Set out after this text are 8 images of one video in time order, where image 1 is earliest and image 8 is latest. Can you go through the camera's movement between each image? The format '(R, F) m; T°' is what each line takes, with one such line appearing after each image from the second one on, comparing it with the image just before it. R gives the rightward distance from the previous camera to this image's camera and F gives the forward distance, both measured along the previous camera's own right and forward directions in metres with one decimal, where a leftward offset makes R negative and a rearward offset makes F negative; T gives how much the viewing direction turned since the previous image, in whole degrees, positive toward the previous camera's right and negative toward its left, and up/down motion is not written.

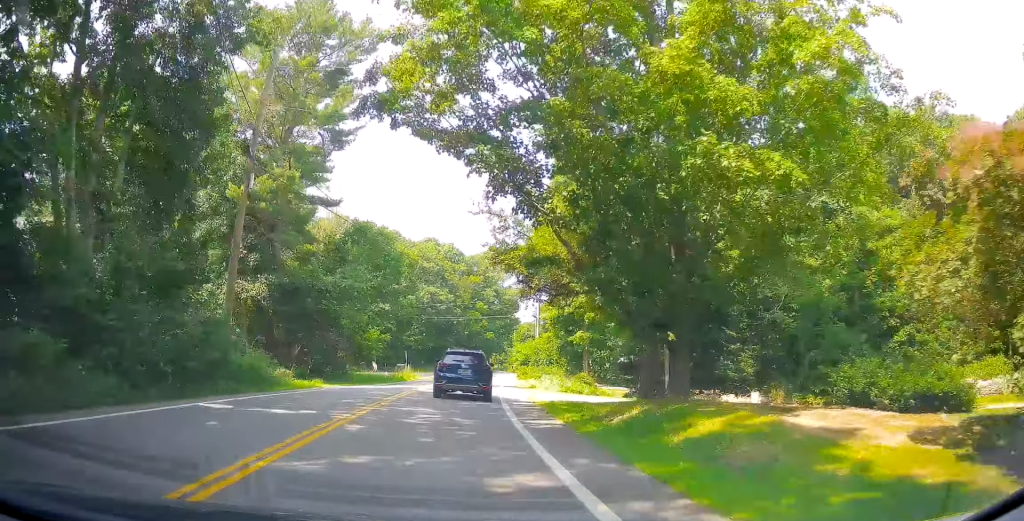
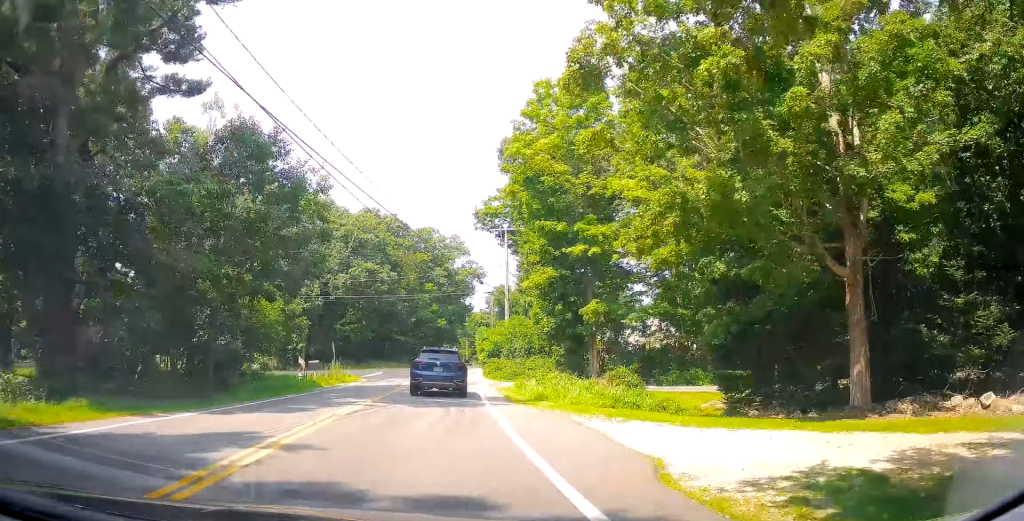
(0.0, +17.4) m; +4°
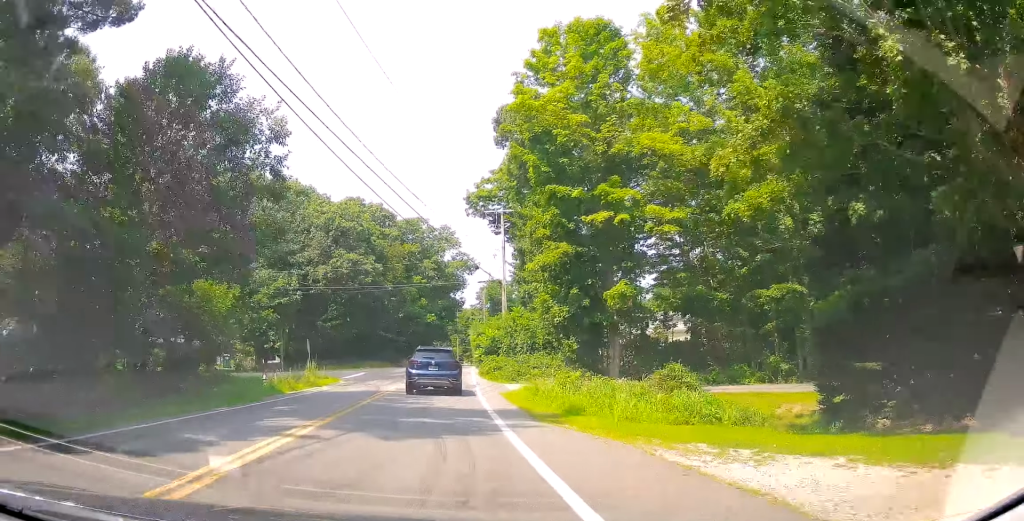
(+0.2, +6.0) m; +3°
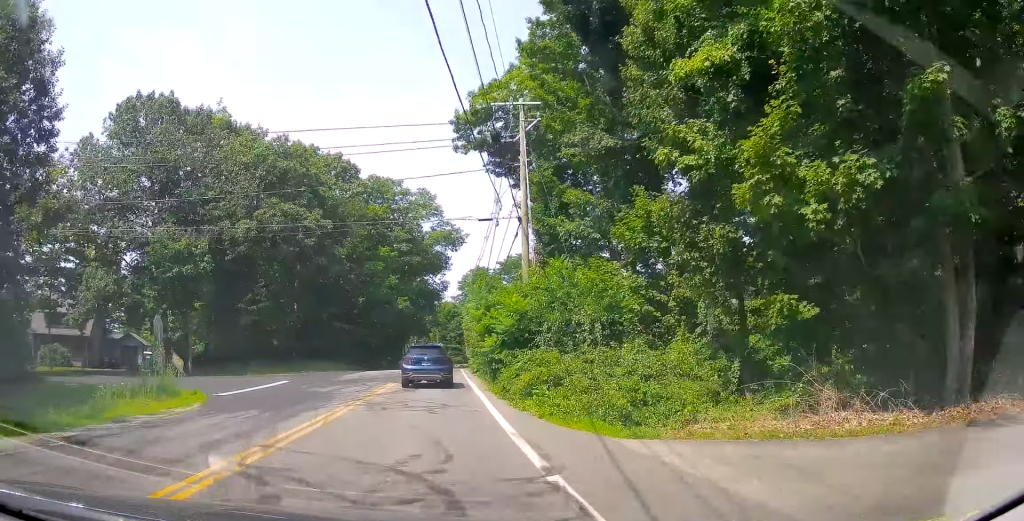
(+0.9, +21.4) m; +2°
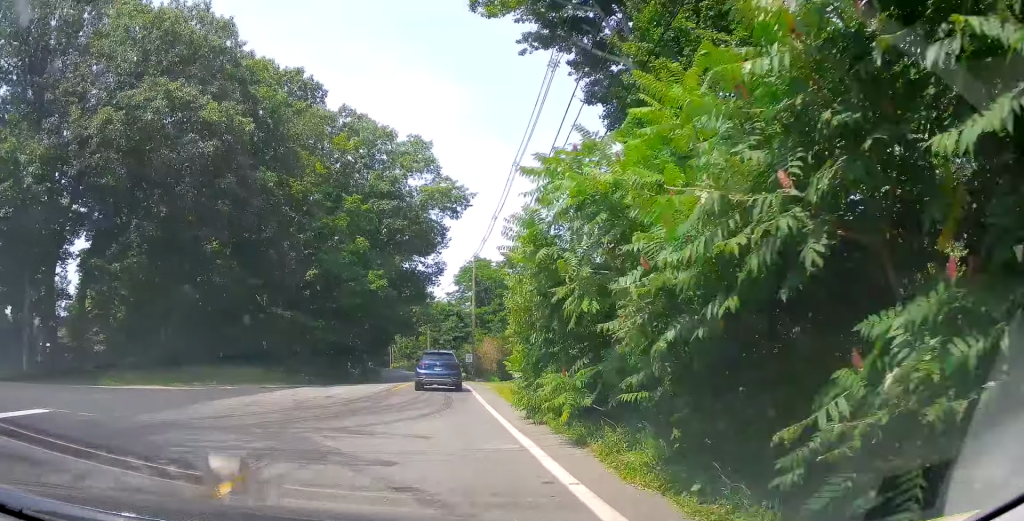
(-0.6, +21.1) m; +1°
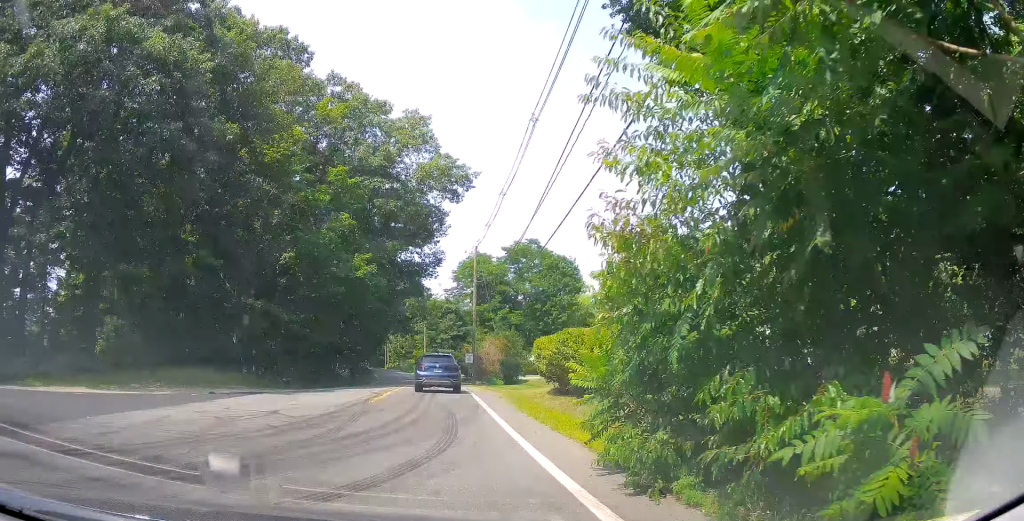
(+0.1, +6.1) m; +2°
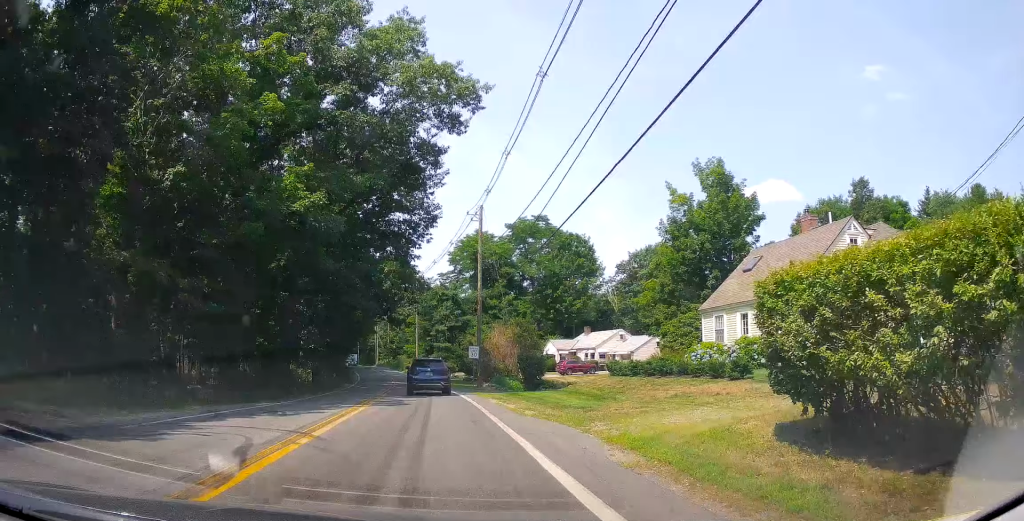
(+0.7, +15.0) m; +4°
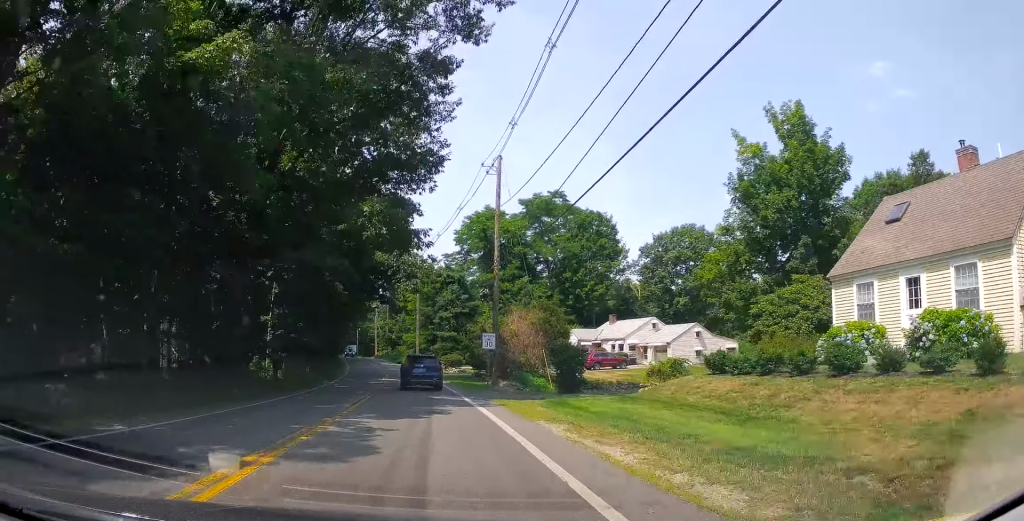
(+0.4, +10.4) m; 0°
